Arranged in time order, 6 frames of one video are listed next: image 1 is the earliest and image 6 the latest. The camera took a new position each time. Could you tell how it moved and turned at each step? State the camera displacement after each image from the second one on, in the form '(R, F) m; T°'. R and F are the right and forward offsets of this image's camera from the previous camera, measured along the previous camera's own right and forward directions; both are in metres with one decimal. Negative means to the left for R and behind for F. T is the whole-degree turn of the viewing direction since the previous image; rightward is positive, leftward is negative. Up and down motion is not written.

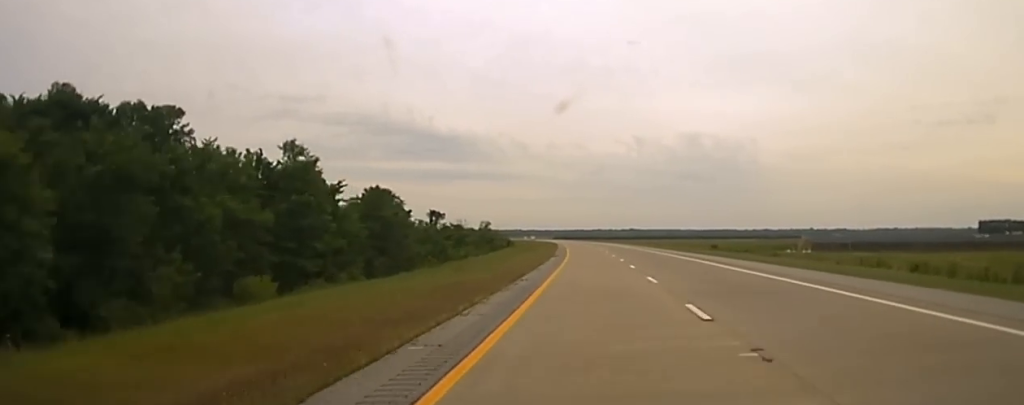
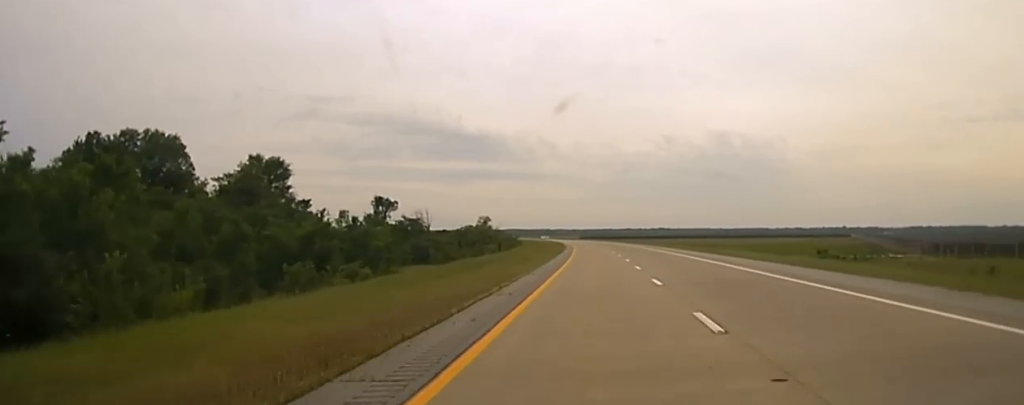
(-0.9, +55.8) m; -1°
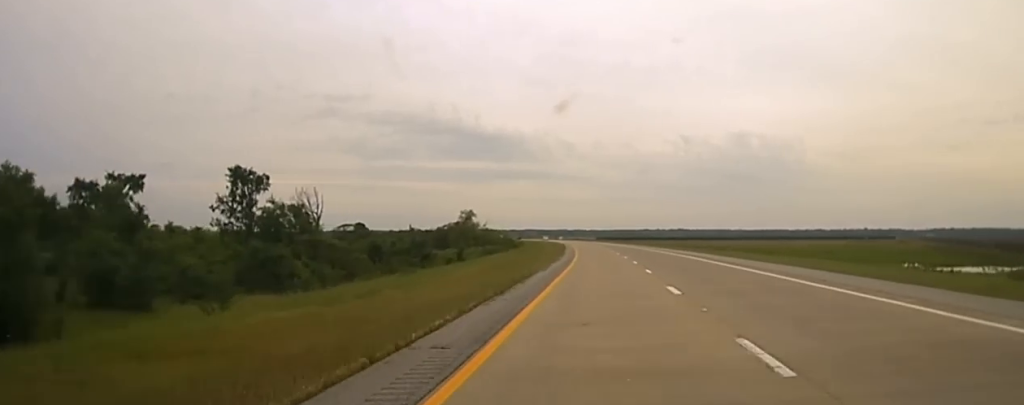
(-0.3, +42.4) m; -1°
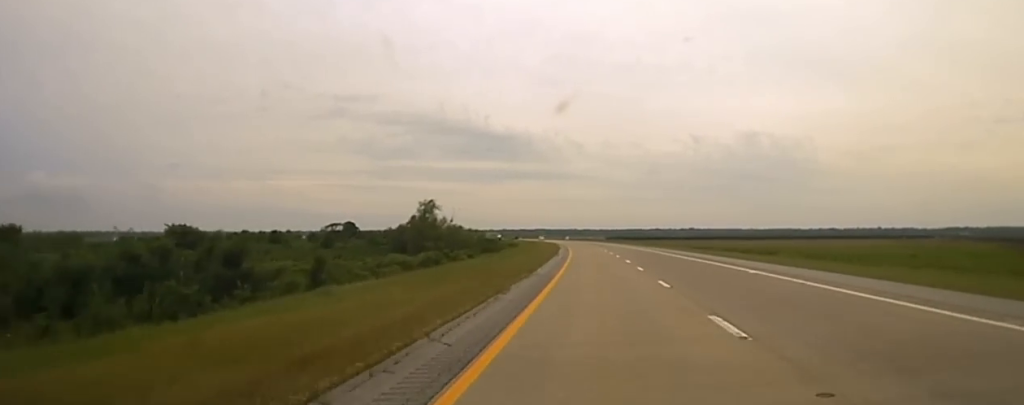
(-0.2, +38.7) m; -1°
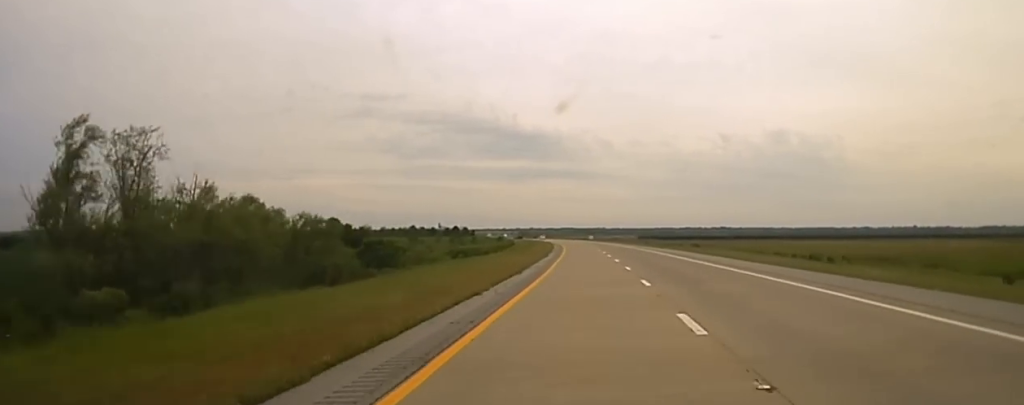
(-1.5, +90.0) m; -2°
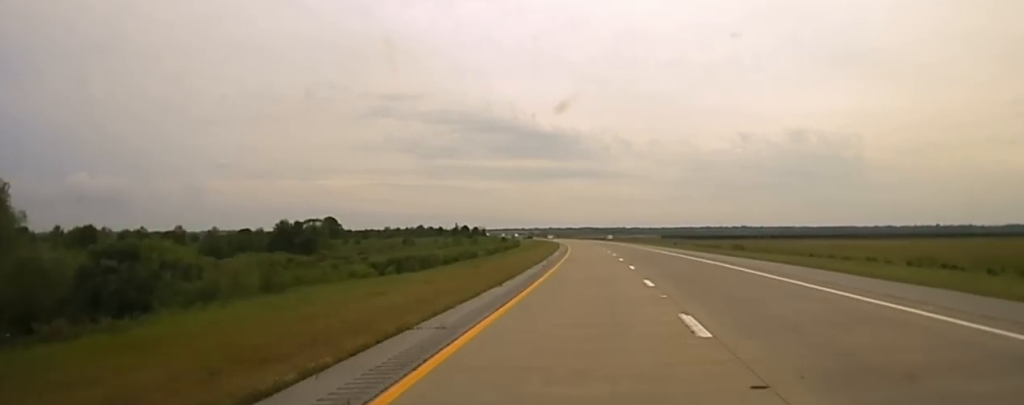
(-0.3, +42.6) m; -1°
